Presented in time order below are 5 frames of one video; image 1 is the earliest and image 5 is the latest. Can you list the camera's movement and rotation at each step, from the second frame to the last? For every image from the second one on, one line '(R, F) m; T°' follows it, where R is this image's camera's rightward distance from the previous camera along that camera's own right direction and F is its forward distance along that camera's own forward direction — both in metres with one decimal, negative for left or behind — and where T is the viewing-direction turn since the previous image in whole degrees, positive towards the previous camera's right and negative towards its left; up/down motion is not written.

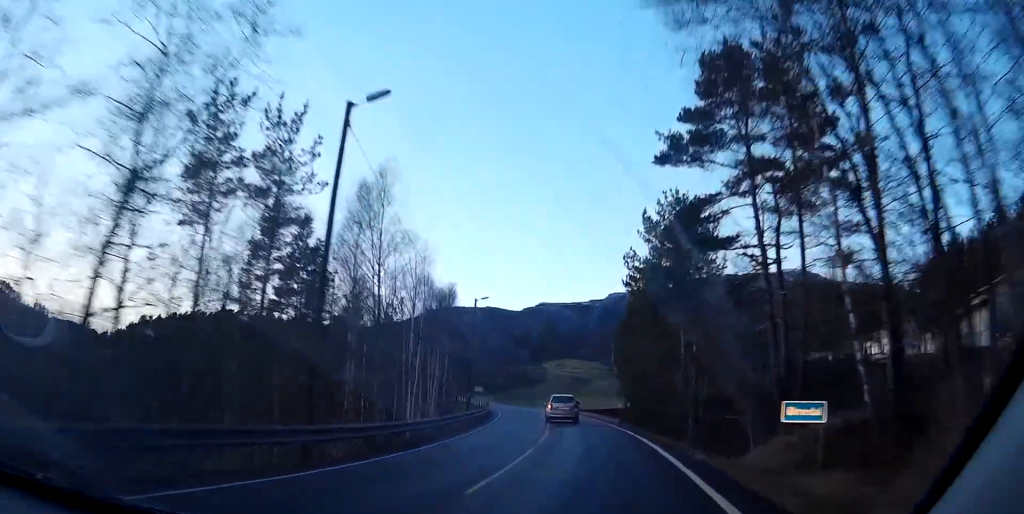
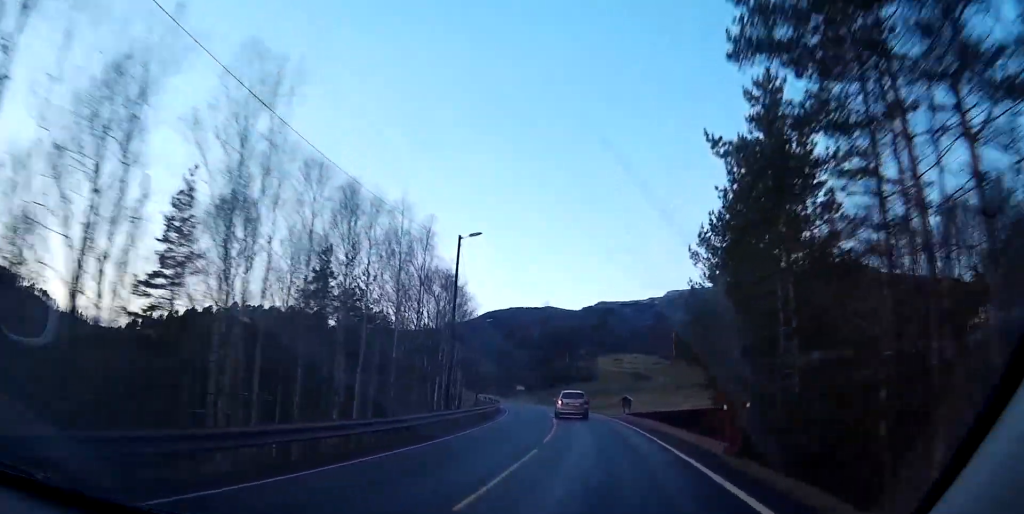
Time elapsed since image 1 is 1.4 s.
(-1.7, +25.3) m; -6°
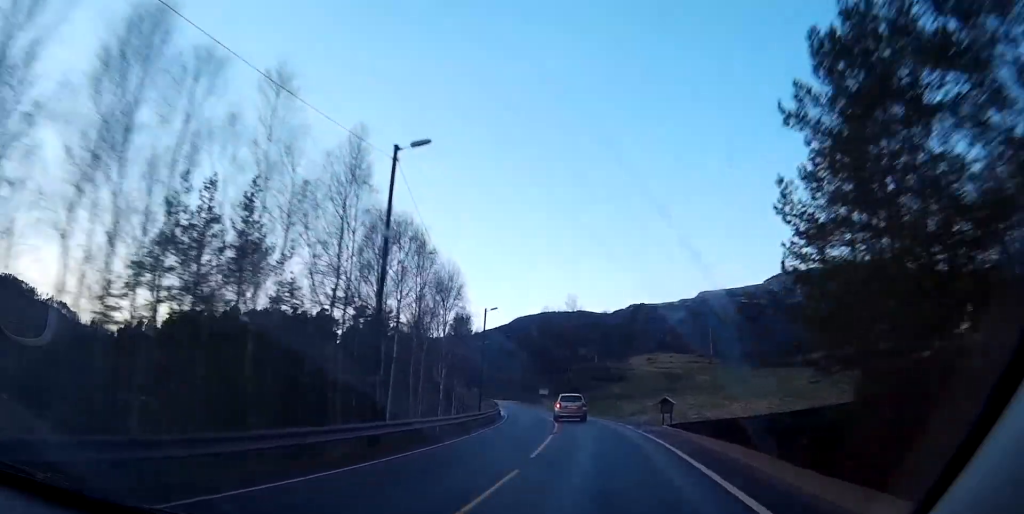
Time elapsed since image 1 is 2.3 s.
(-0.1, +16.0) m; +1°
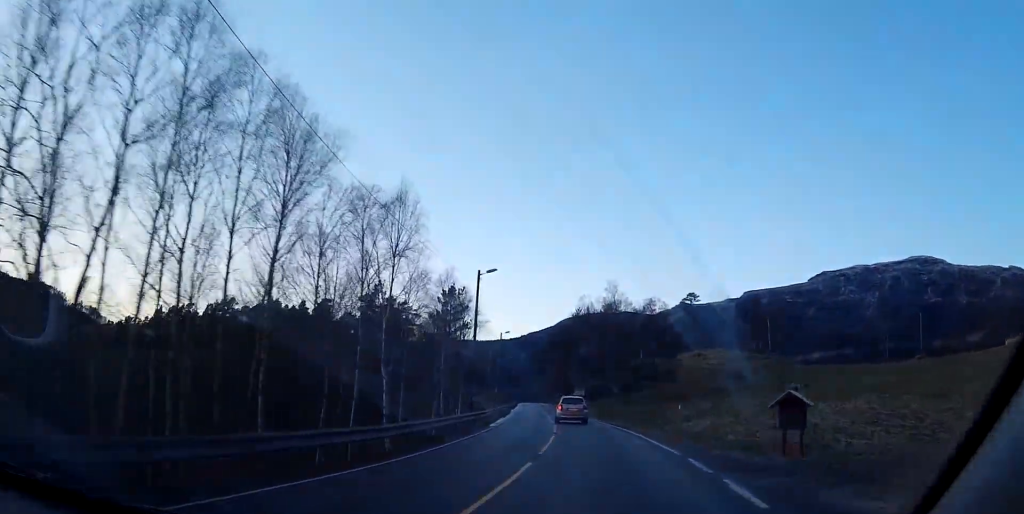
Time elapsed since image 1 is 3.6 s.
(0.0, +21.3) m; -2°
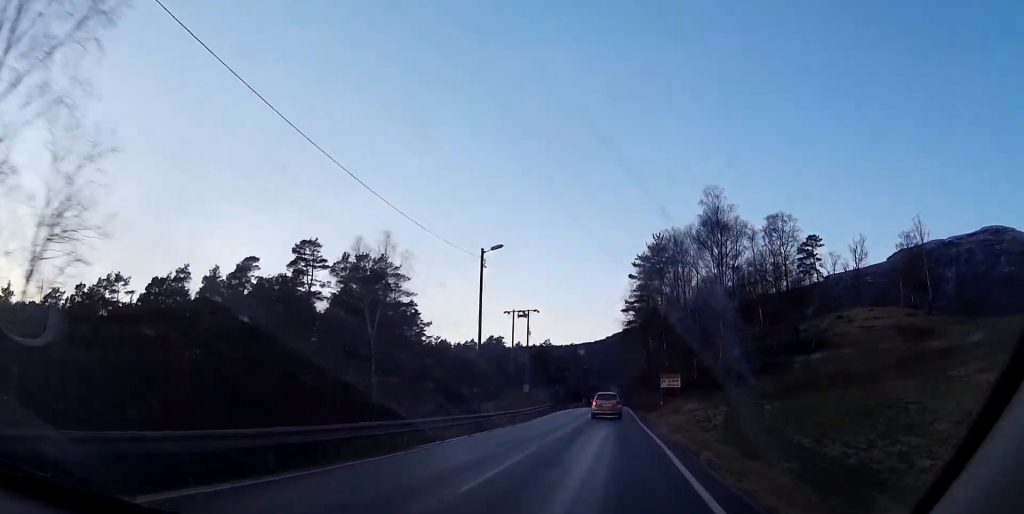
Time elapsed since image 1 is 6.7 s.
(-5.3, +55.0) m; -8°
